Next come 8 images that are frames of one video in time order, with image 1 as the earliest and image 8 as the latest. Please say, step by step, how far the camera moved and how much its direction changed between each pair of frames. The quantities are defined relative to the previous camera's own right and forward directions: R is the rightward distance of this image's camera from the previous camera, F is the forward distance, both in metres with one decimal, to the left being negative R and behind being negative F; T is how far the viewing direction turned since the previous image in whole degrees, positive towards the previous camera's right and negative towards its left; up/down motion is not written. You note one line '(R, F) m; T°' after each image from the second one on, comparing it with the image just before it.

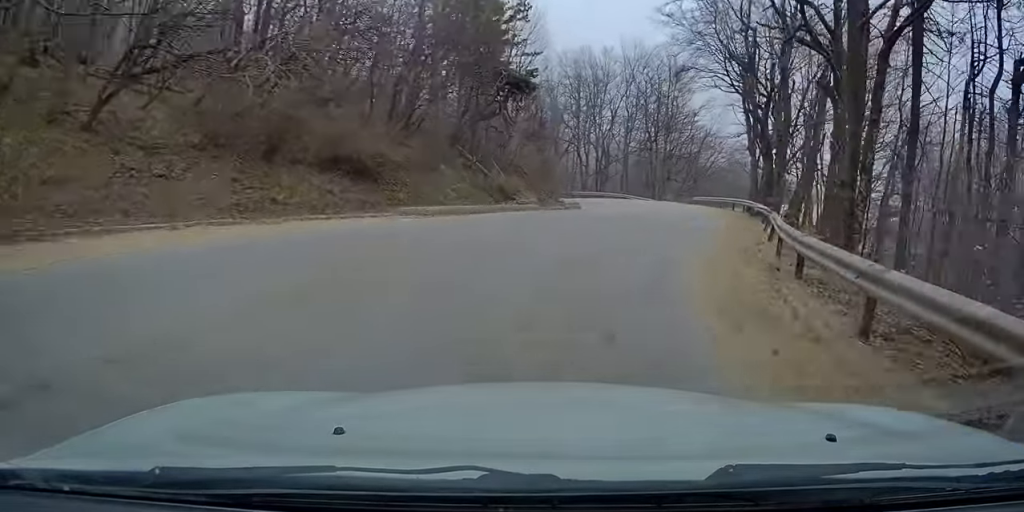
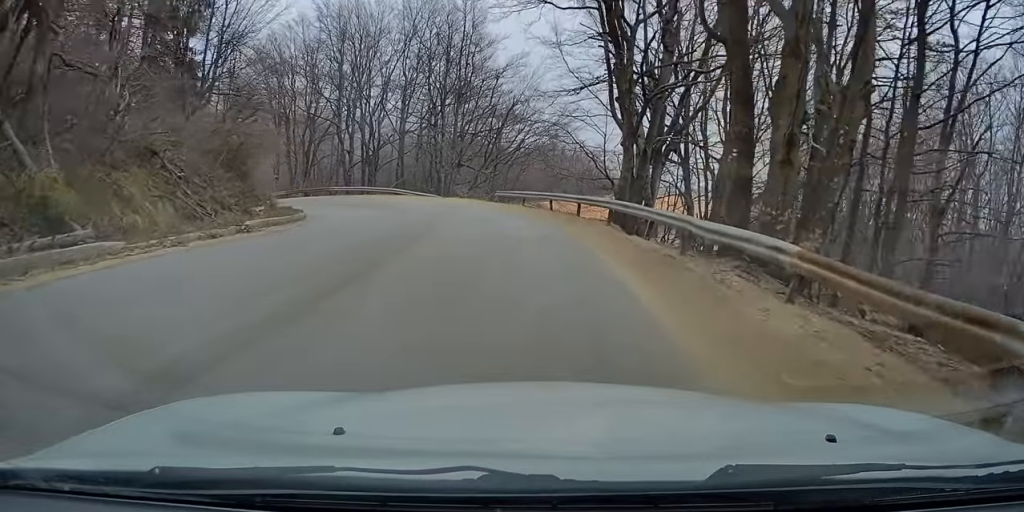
(+3.2, +16.4) m; +13°
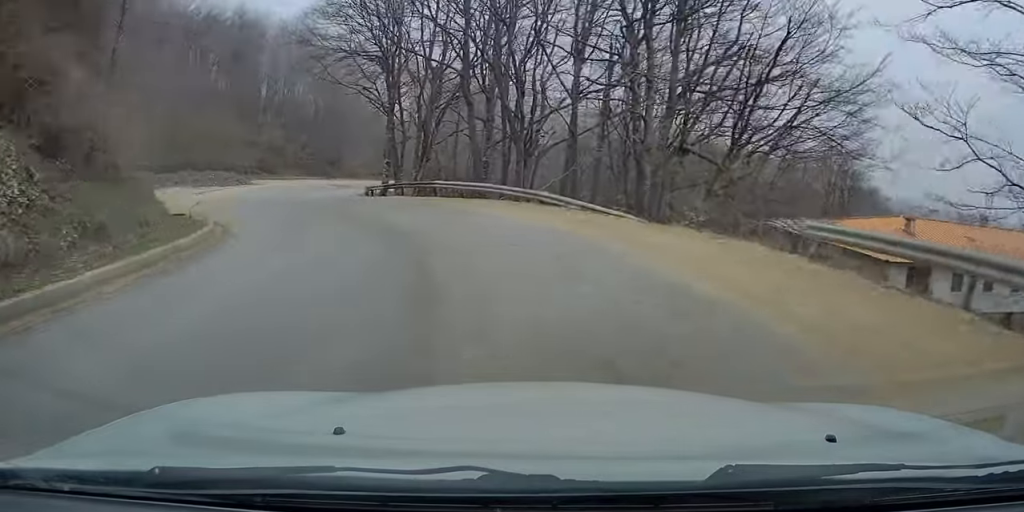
(-3.0, +21.2) m; -20°
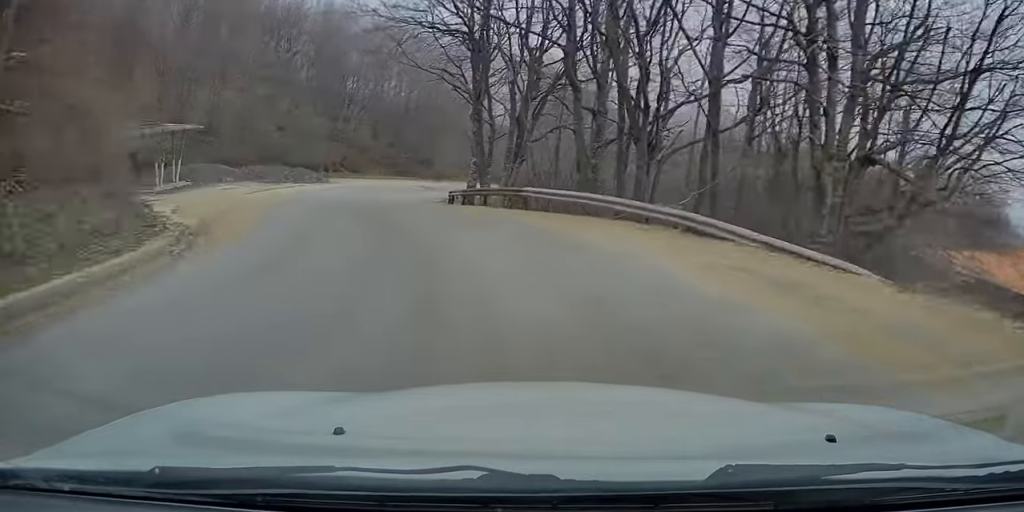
(-0.4, +6.6) m; -7°
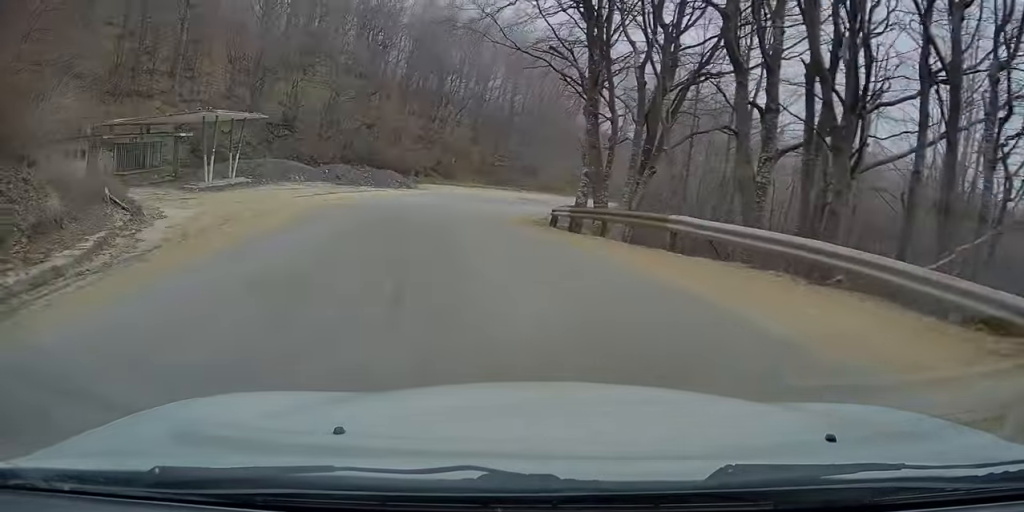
(-0.5, +7.0) m; -6°
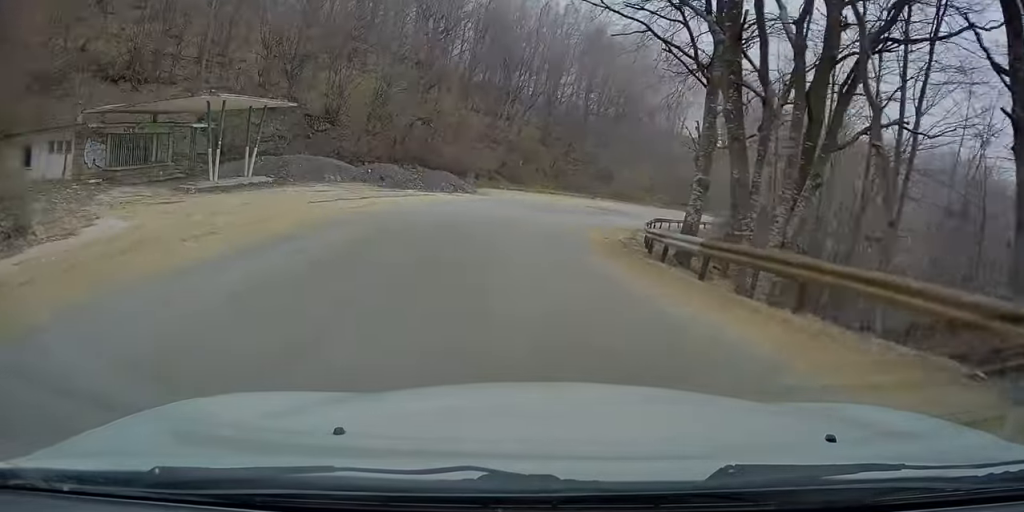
(-0.4, +7.5) m; -2°
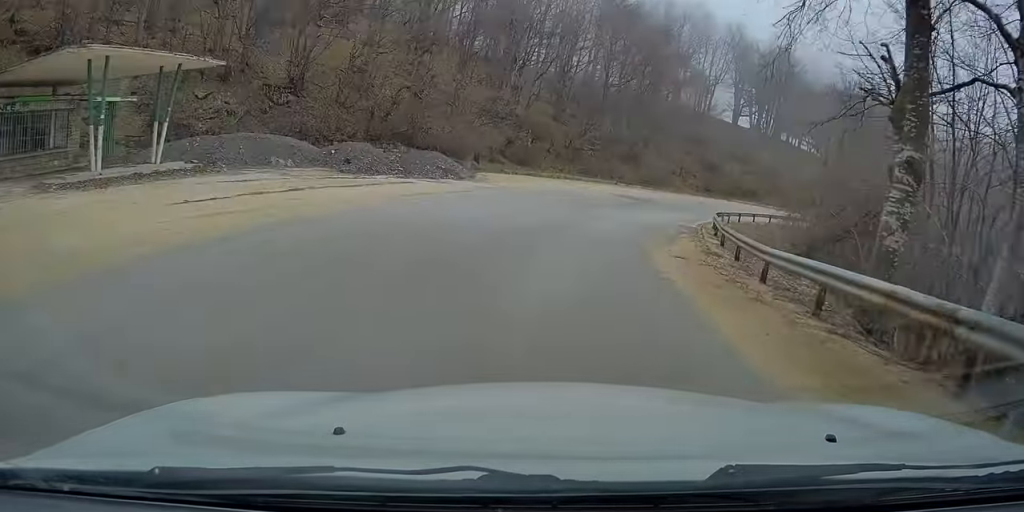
(-0.2, +10.0) m; +1°
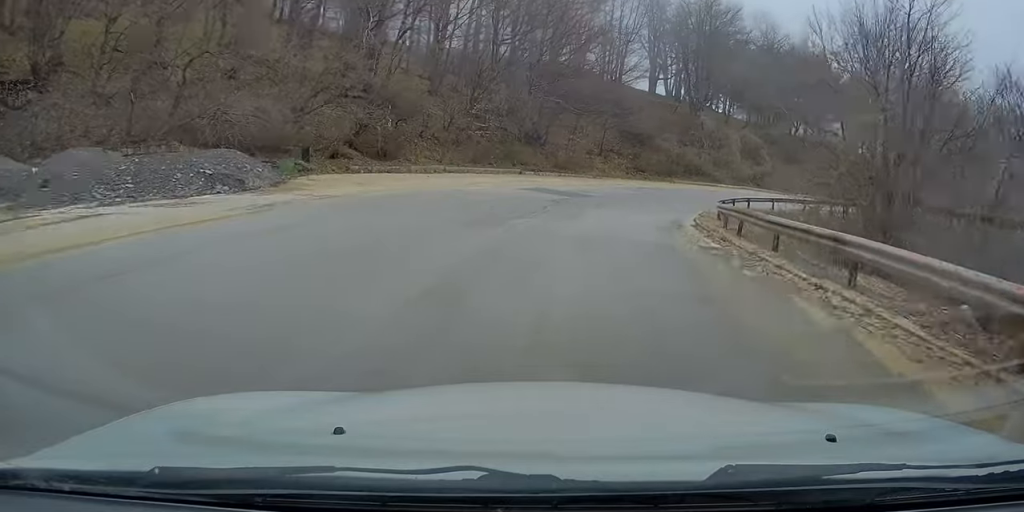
(+1.1, +15.4) m; +10°
